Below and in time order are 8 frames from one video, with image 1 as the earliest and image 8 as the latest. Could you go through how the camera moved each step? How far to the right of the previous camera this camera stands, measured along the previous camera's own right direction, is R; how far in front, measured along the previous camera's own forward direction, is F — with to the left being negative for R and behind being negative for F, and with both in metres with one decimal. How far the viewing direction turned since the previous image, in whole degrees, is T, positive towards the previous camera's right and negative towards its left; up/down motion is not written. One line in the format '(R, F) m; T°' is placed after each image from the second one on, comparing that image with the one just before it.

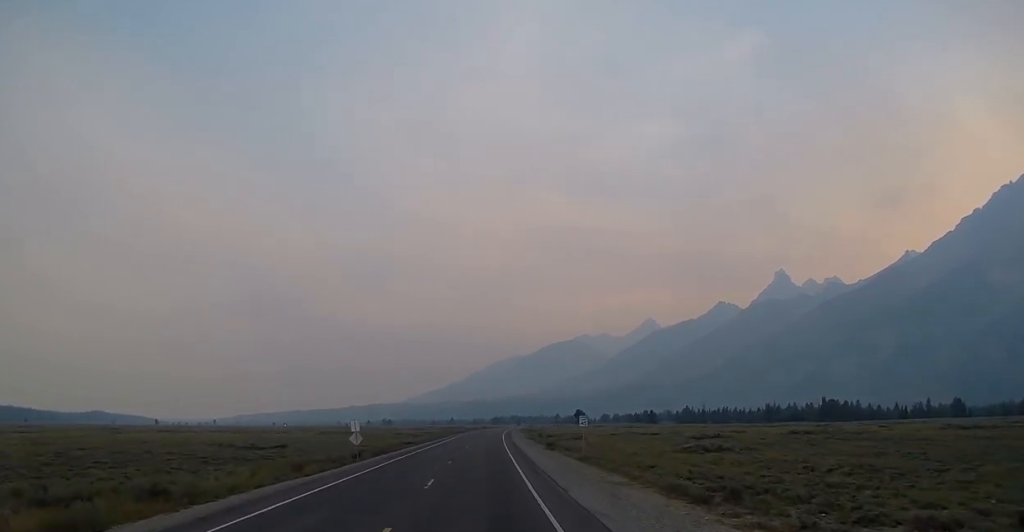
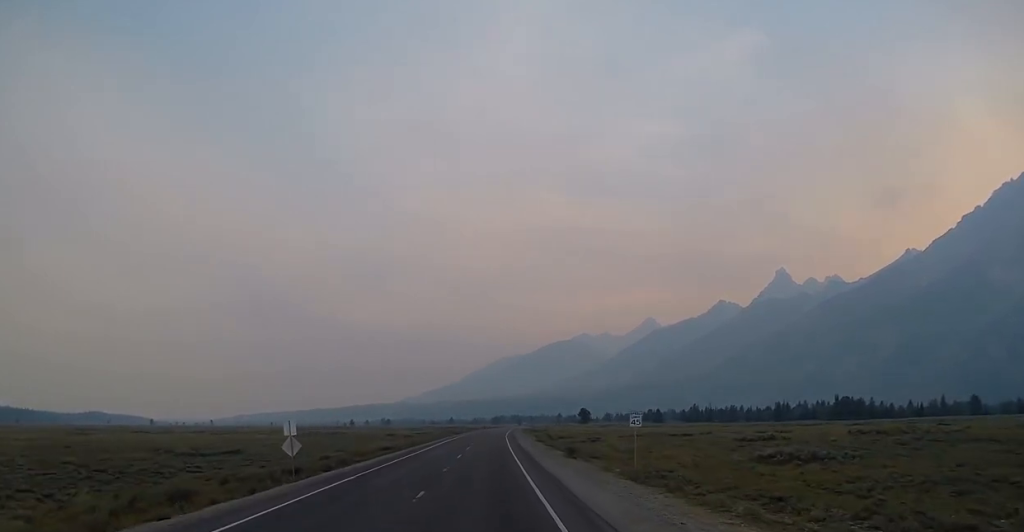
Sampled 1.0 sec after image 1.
(-0.2, +17.1) m; -1°
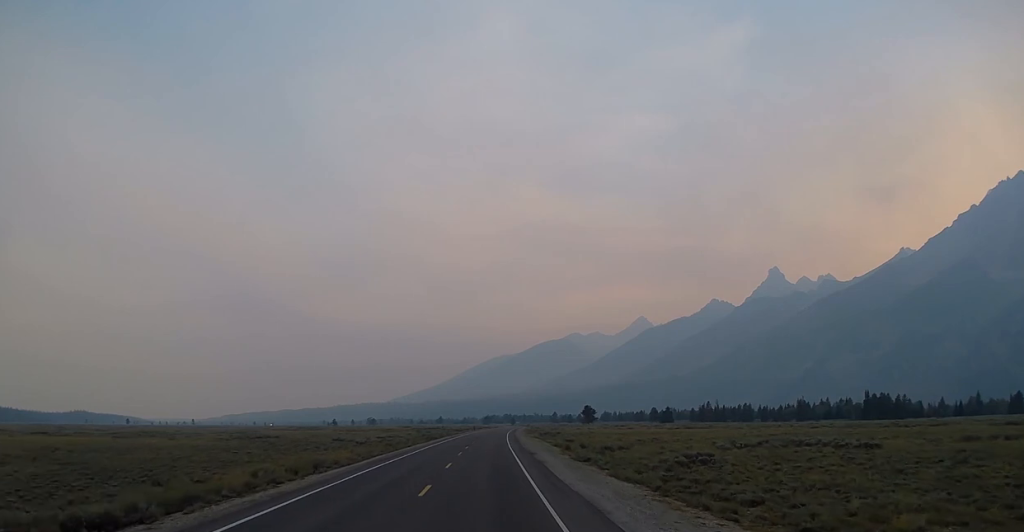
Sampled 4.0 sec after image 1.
(-0.2, +46.0) m; 0°
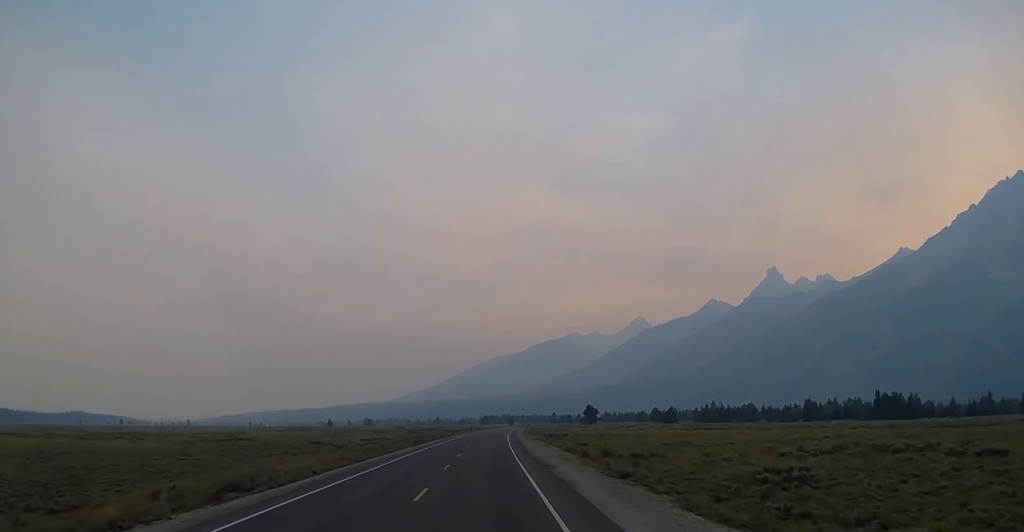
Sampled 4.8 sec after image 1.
(+0.1, +12.8) m; +1°
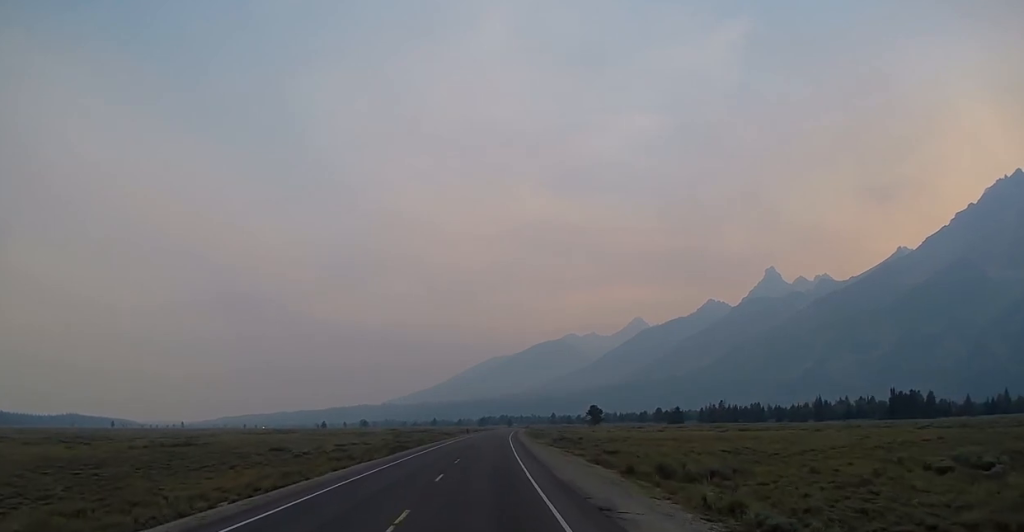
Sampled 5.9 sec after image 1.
(0.0, +16.6) m; 0°
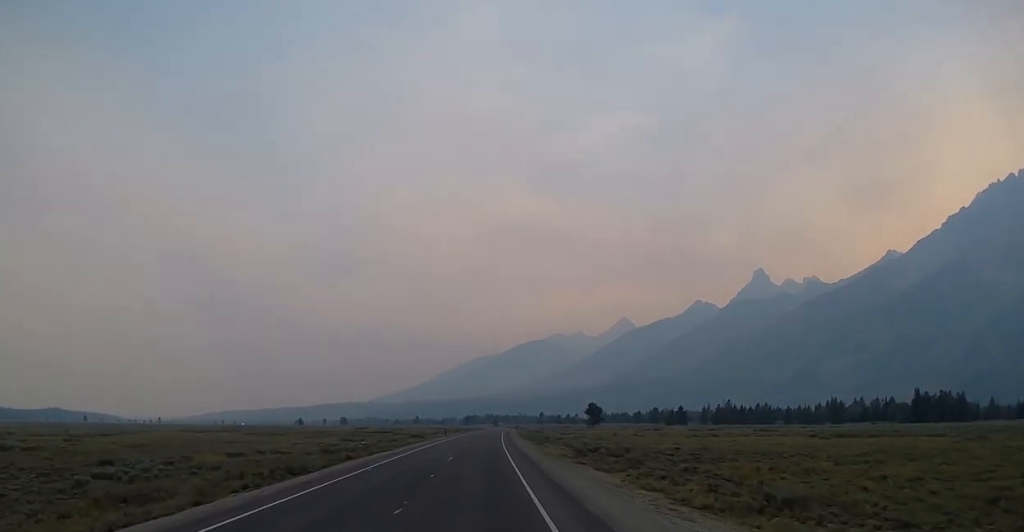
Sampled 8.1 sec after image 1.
(-0.3, +36.0) m; 0°
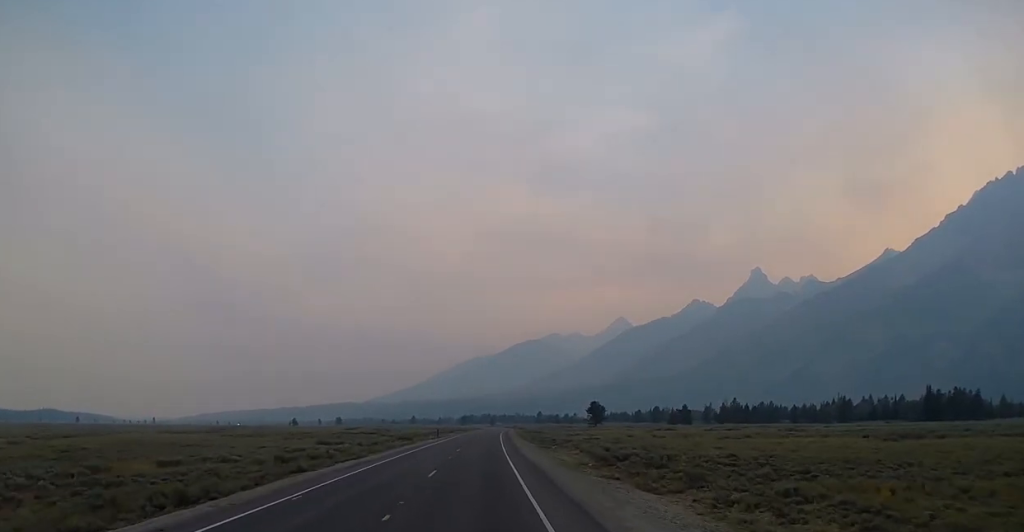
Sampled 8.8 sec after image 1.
(0.0, +11.8) m; +1°
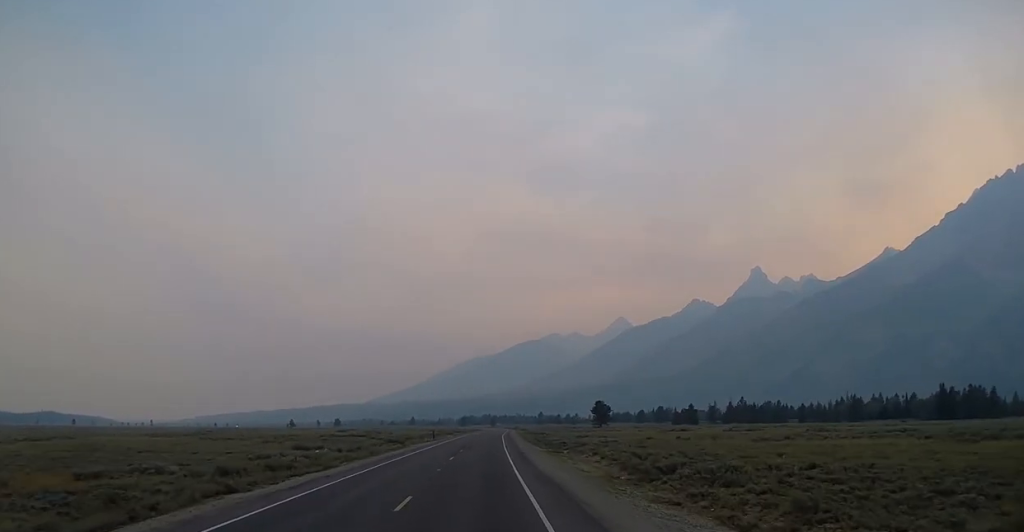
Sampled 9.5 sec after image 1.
(+0.2, +9.8) m; +1°
